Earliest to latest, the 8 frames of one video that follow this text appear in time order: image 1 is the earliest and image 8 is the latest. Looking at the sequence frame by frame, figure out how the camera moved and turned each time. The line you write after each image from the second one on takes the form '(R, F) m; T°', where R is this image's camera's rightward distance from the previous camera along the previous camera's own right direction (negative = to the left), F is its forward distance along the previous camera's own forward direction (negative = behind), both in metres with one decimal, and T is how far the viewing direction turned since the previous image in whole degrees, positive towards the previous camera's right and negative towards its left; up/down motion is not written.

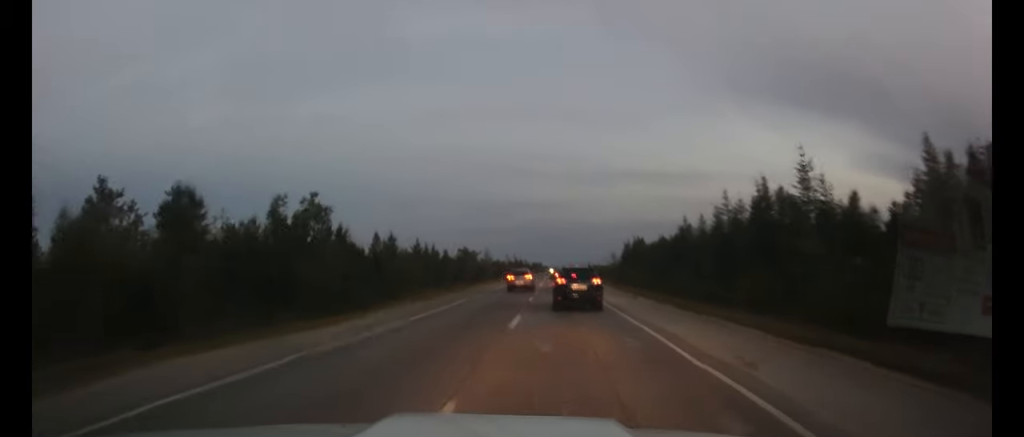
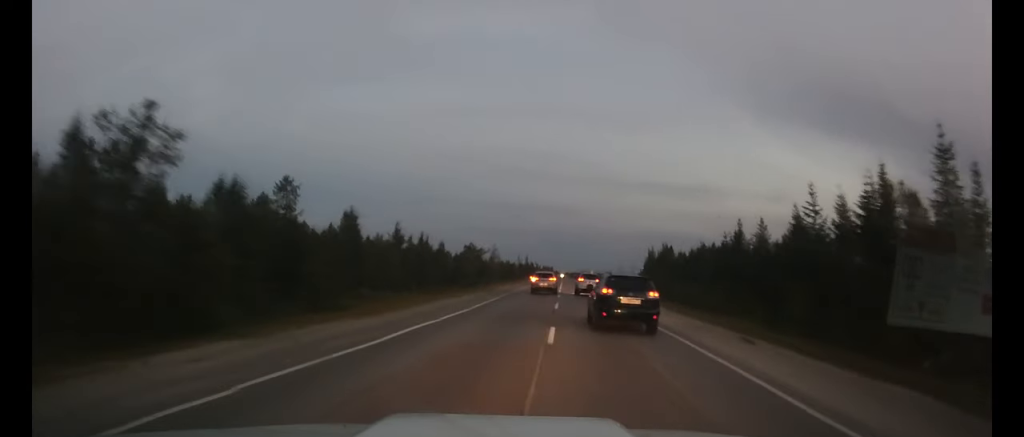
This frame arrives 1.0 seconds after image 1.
(-0.1, +13.1) m; -1°
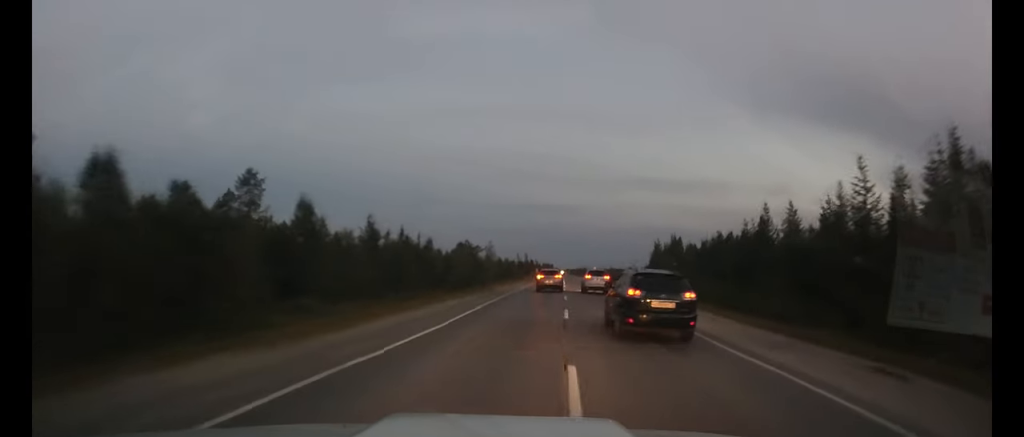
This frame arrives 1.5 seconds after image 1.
(0.0, +6.2) m; -1°
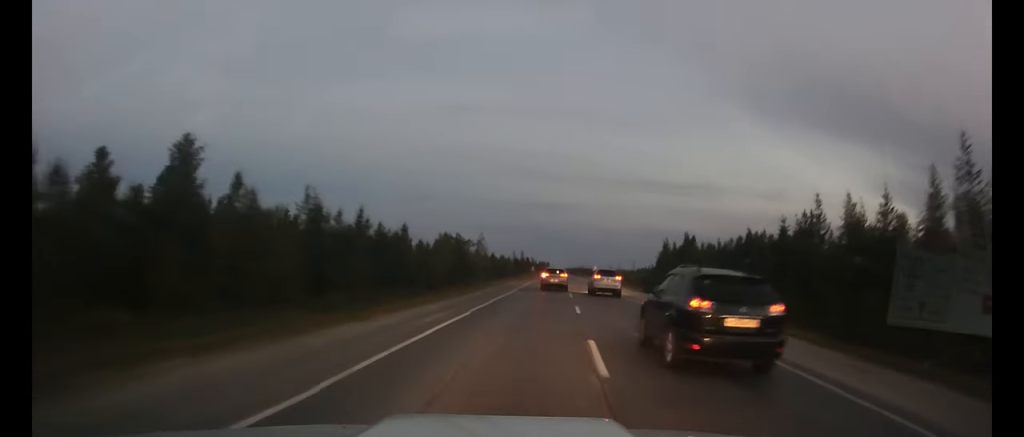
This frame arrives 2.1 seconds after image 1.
(-0.1, +9.3) m; 0°
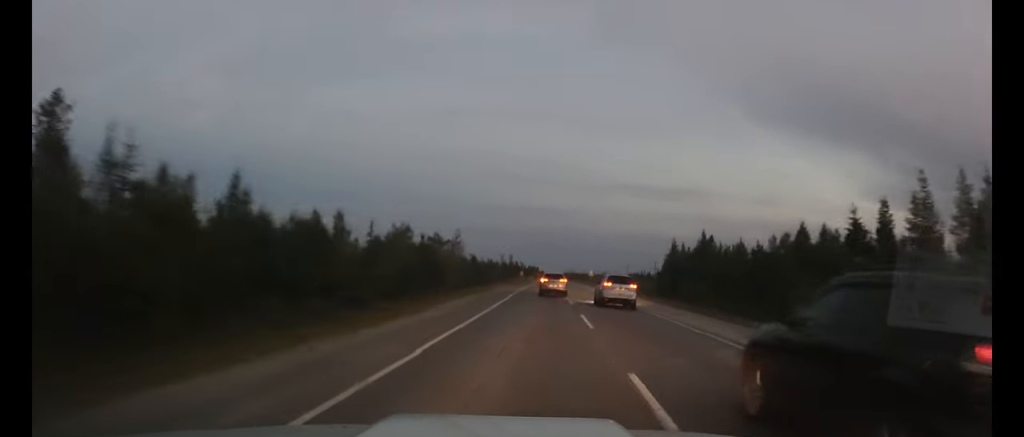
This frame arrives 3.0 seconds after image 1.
(0.0, +13.3) m; 0°
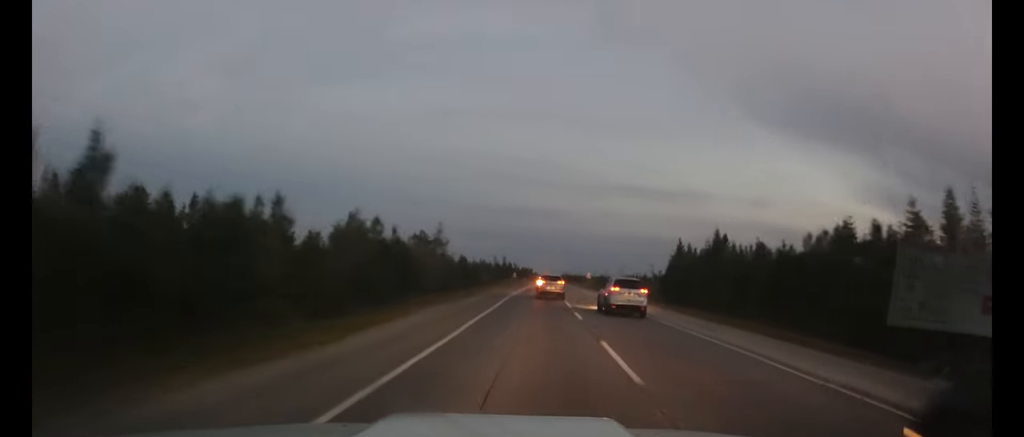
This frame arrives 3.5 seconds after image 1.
(0.0, +7.4) m; 0°
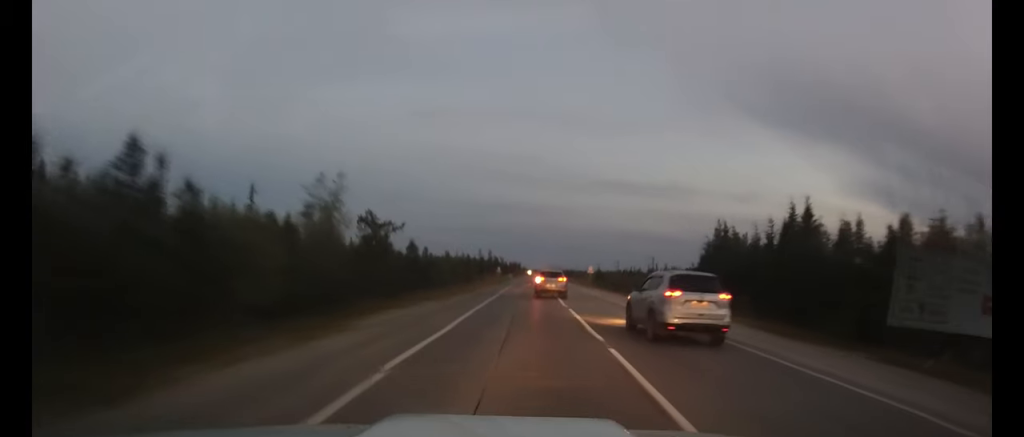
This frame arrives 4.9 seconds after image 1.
(+0.5, +23.6) m; +2°
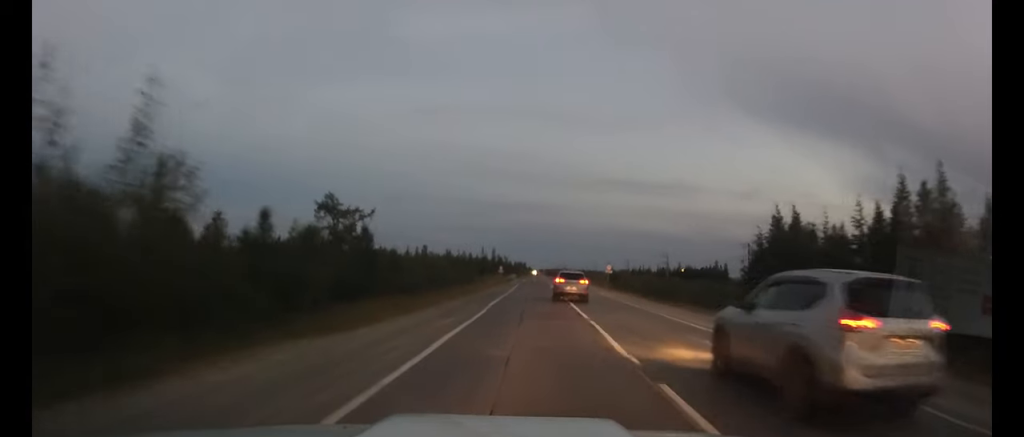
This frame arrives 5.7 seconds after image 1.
(+0.1, +15.1) m; 0°
